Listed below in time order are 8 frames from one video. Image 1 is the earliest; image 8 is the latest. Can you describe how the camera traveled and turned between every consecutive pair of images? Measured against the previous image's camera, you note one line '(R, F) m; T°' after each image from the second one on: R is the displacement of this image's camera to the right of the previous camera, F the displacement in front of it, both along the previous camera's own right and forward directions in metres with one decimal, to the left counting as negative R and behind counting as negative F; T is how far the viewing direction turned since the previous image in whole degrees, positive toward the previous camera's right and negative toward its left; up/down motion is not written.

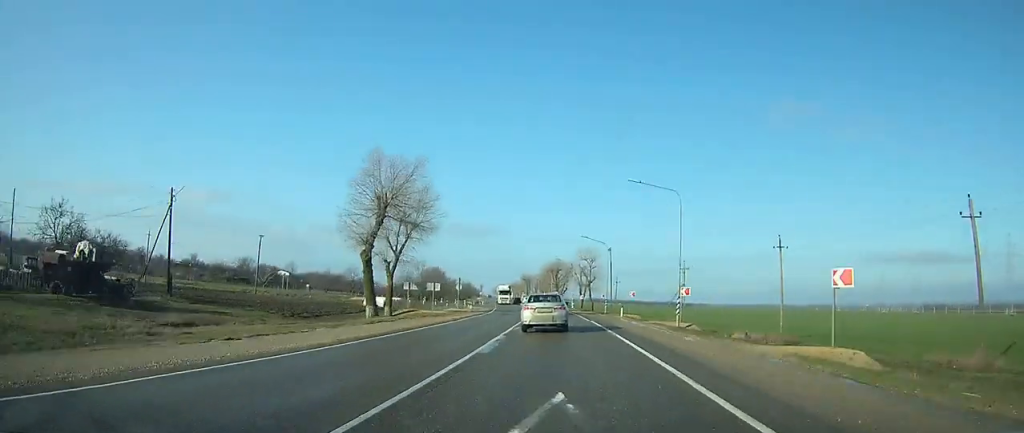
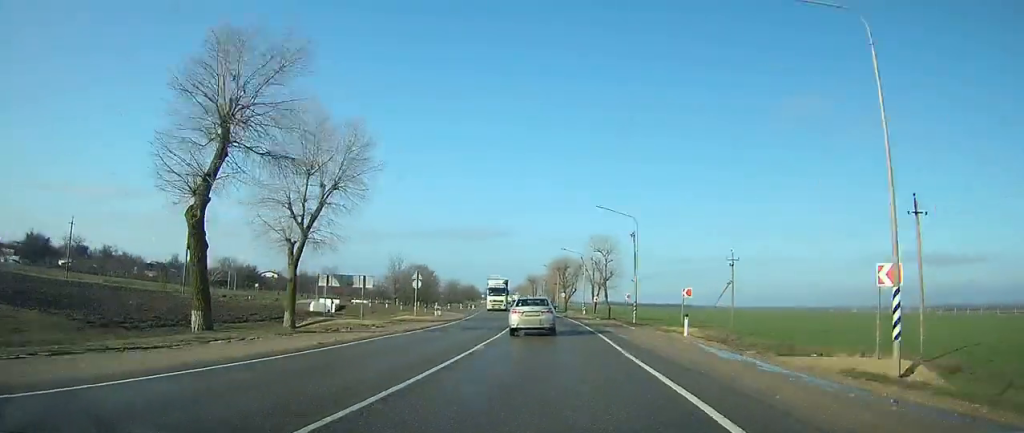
(-0.1, +22.4) m; -2°
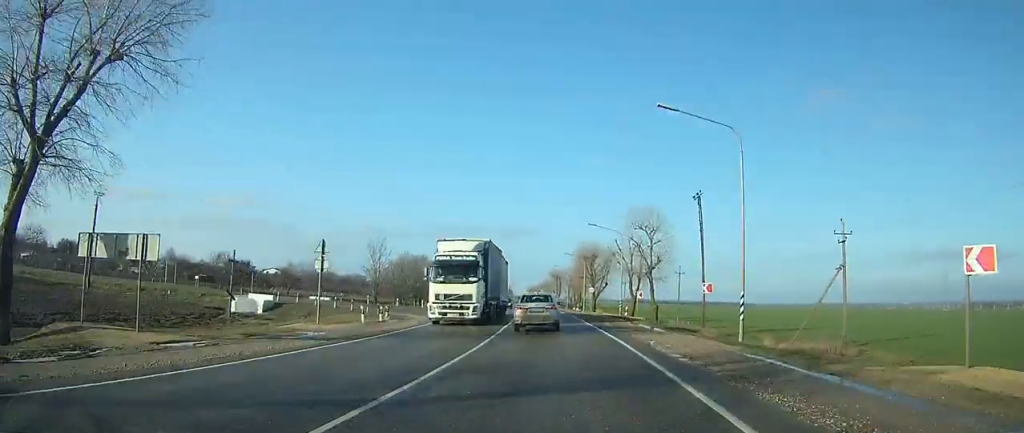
(-0.6, +22.5) m; -2°
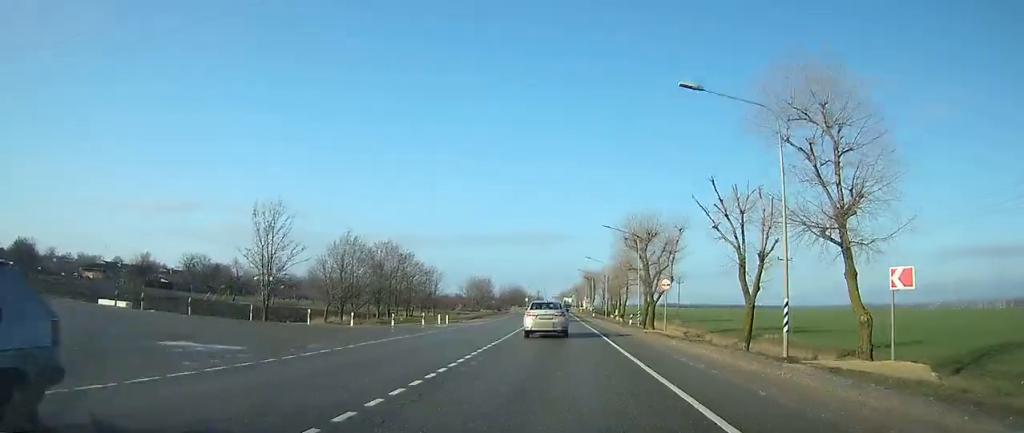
(-0.8, +36.3) m; -2°
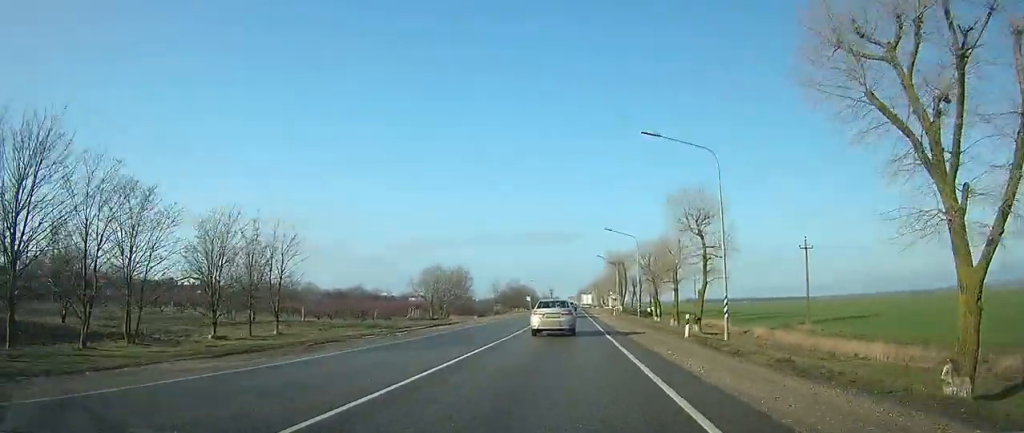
(-0.9, +59.8) m; -2°
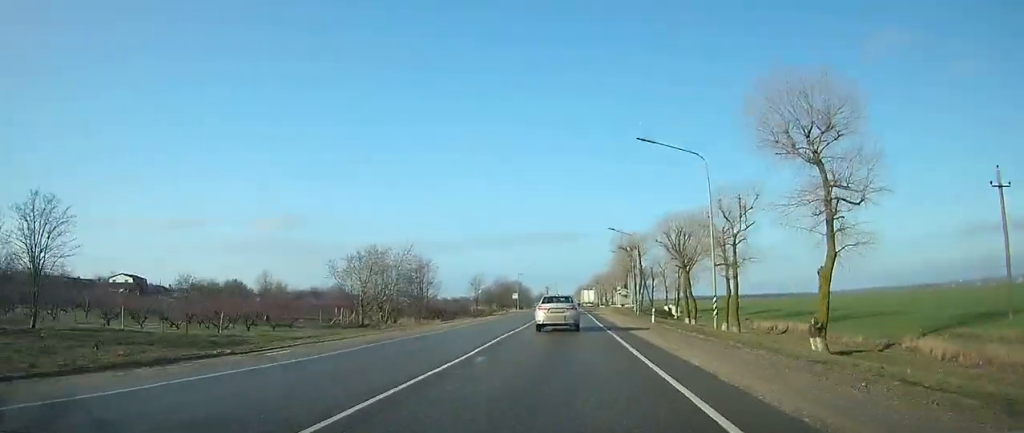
(-0.2, +30.0) m; 0°
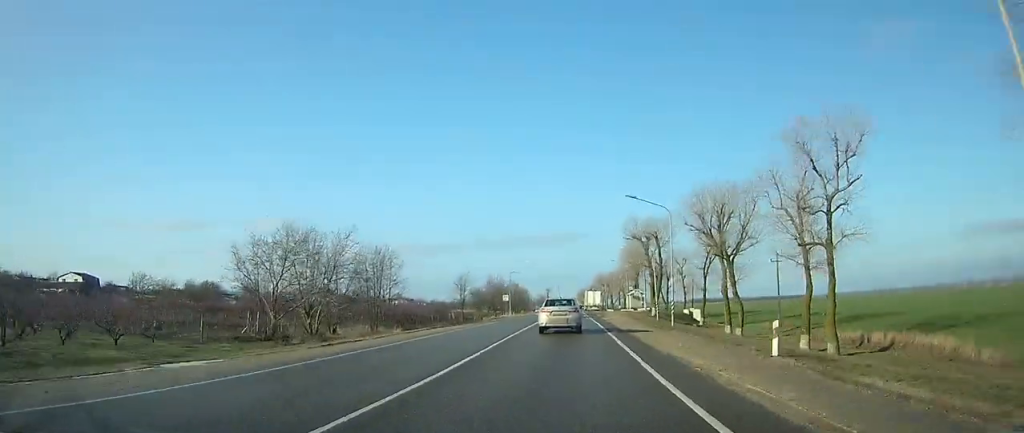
(+0.1, +19.5) m; 0°
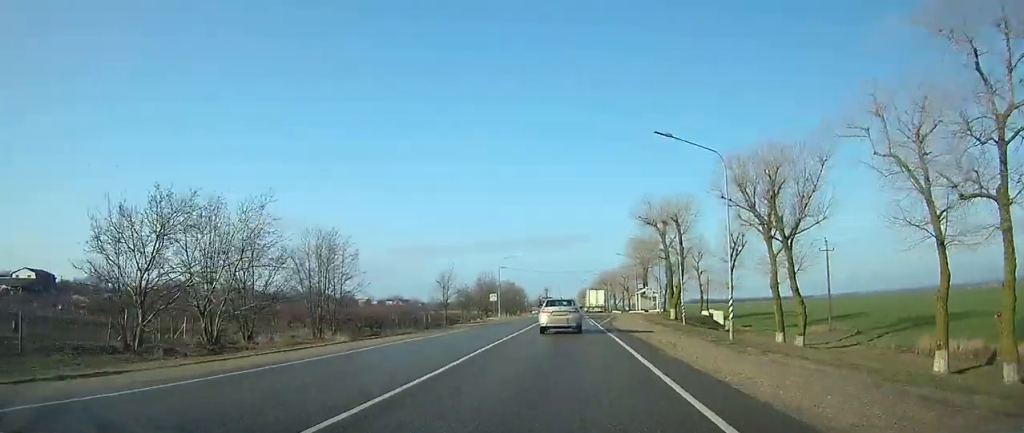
(0.0, +14.8) m; 0°
